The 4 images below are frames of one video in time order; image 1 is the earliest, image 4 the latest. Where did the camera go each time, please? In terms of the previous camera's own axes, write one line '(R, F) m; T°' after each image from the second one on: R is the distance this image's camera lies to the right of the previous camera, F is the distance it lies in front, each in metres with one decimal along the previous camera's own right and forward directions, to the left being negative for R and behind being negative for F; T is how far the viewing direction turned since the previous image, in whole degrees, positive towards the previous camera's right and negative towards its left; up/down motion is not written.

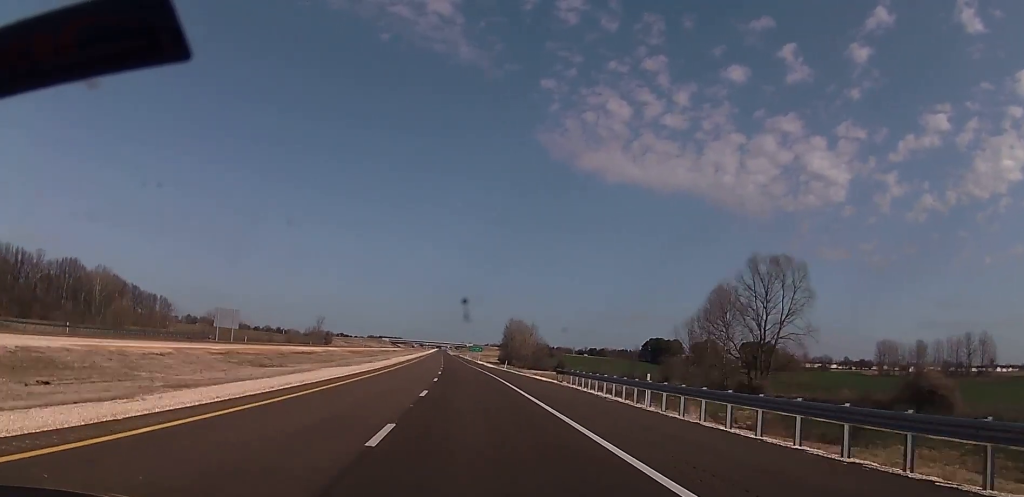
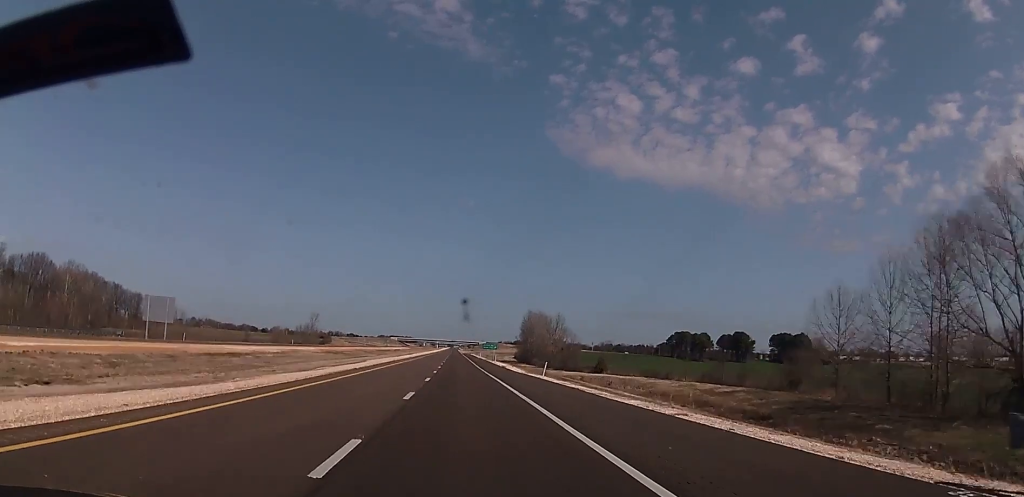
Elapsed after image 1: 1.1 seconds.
(-0.3, +38.9) m; -2°
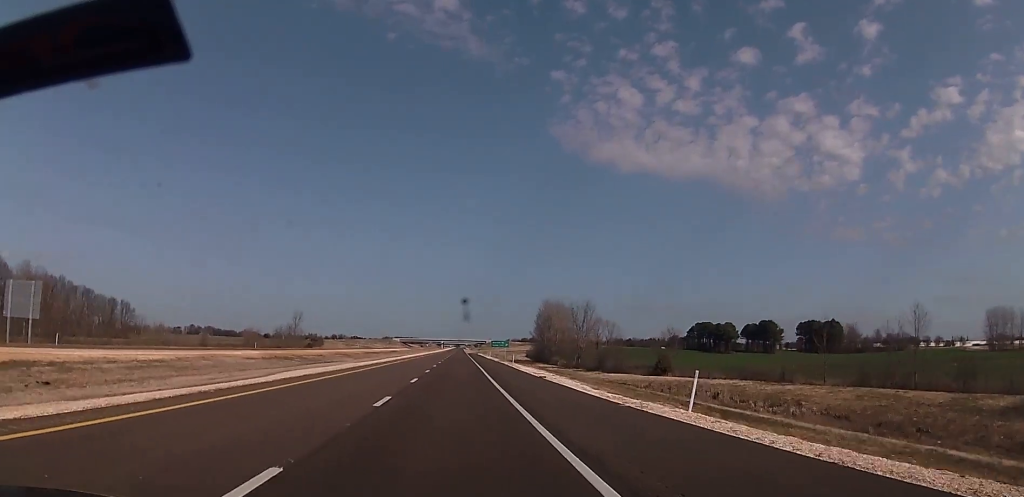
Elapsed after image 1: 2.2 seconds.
(-0.7, +39.1) m; -1°
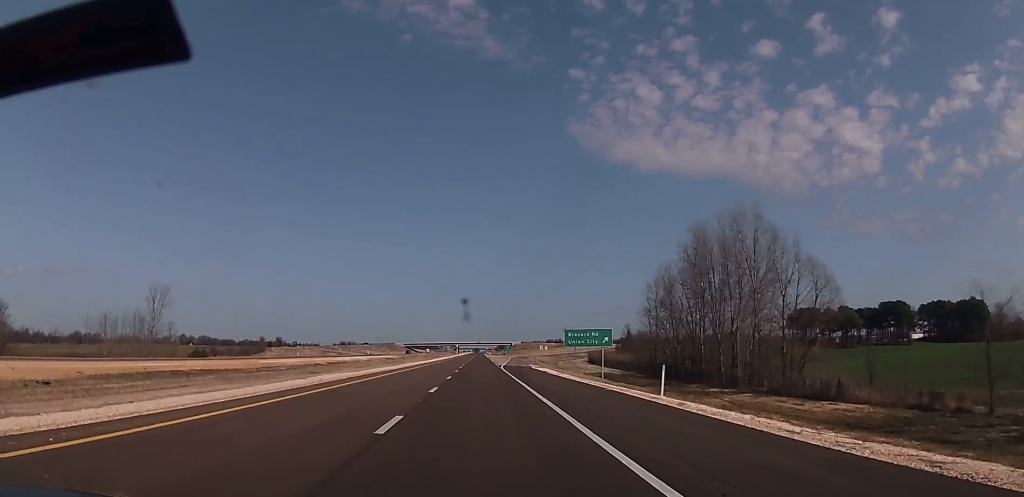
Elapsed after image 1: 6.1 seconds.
(-2.0, +139.8) m; -2°
